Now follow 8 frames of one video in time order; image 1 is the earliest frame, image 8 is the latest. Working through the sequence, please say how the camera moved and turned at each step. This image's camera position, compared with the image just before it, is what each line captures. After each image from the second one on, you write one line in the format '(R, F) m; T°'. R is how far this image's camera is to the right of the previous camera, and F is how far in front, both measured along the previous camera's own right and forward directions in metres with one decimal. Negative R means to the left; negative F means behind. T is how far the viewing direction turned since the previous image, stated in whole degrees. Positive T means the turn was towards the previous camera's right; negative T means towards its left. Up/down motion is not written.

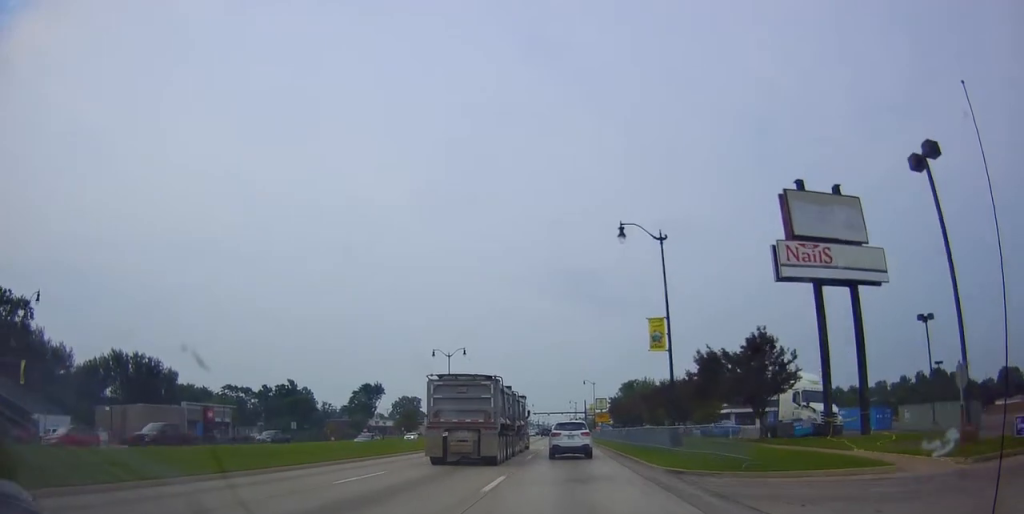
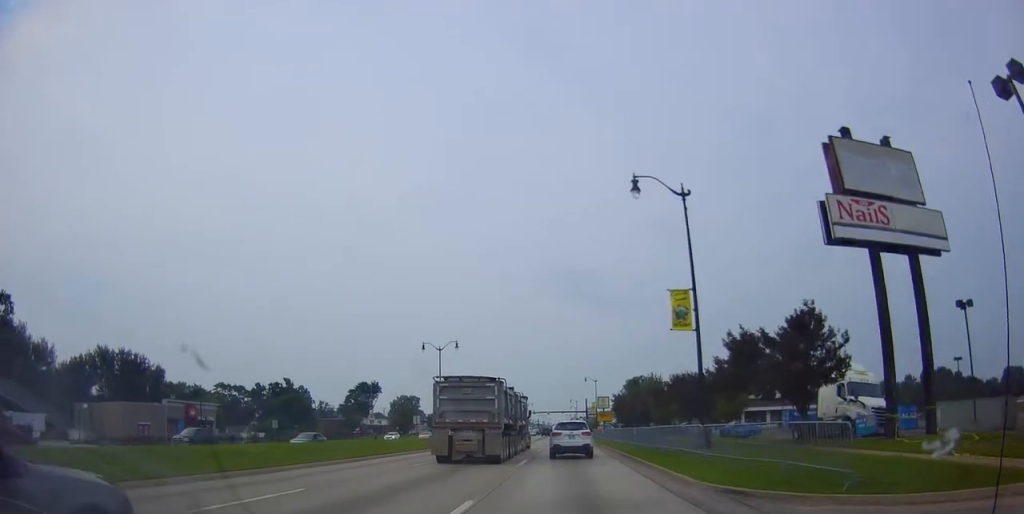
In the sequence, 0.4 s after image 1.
(0.0, +5.8) m; -1°
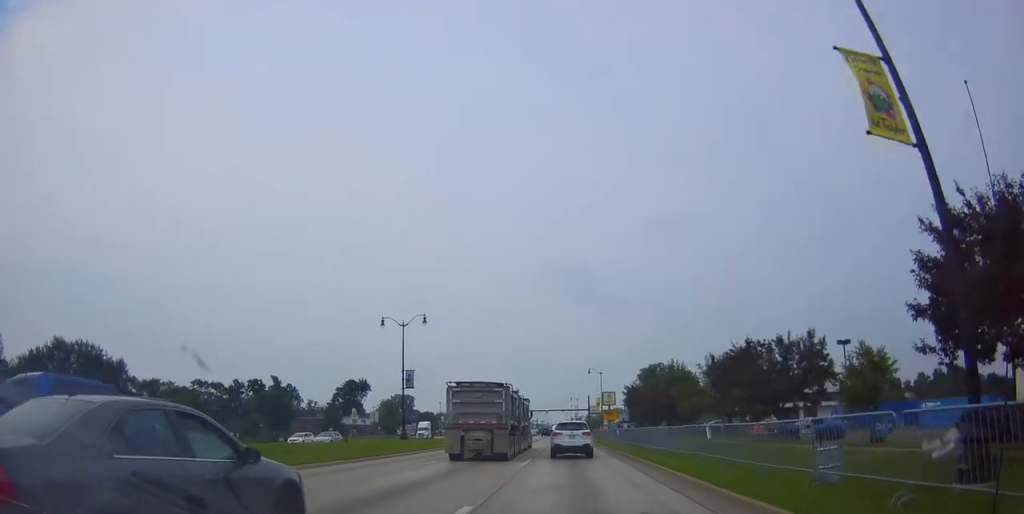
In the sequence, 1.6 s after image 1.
(-0.2, +15.7) m; -1°
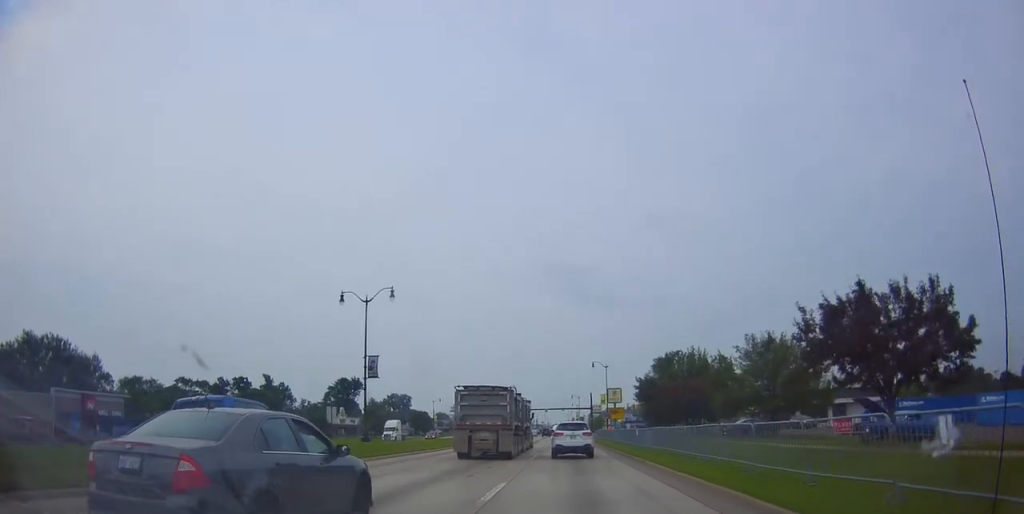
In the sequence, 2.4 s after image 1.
(+0.2, +10.3) m; -1°
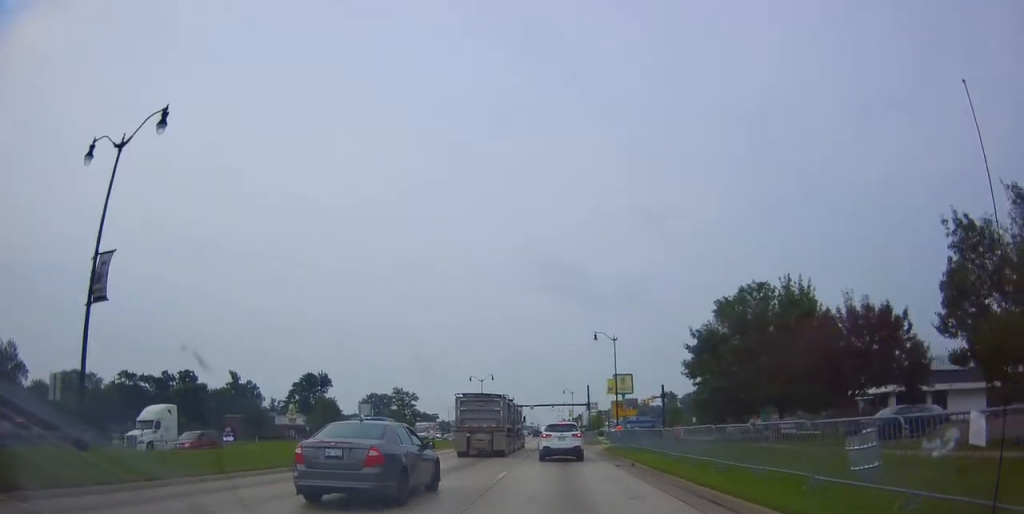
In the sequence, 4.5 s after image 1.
(-0.1, +26.0) m; 0°
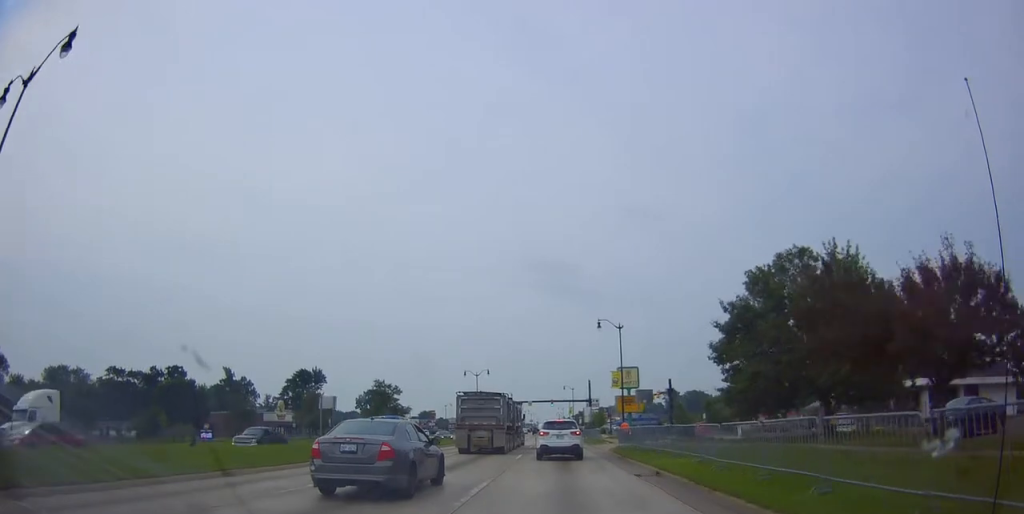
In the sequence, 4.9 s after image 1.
(-0.3, +5.6) m; -1°
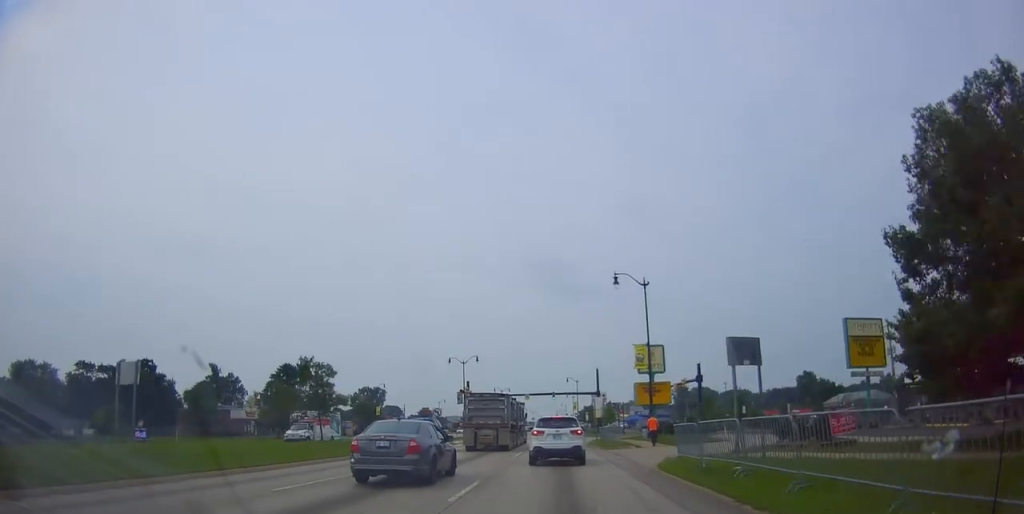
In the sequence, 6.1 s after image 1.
(0.0, +15.1) m; +2°
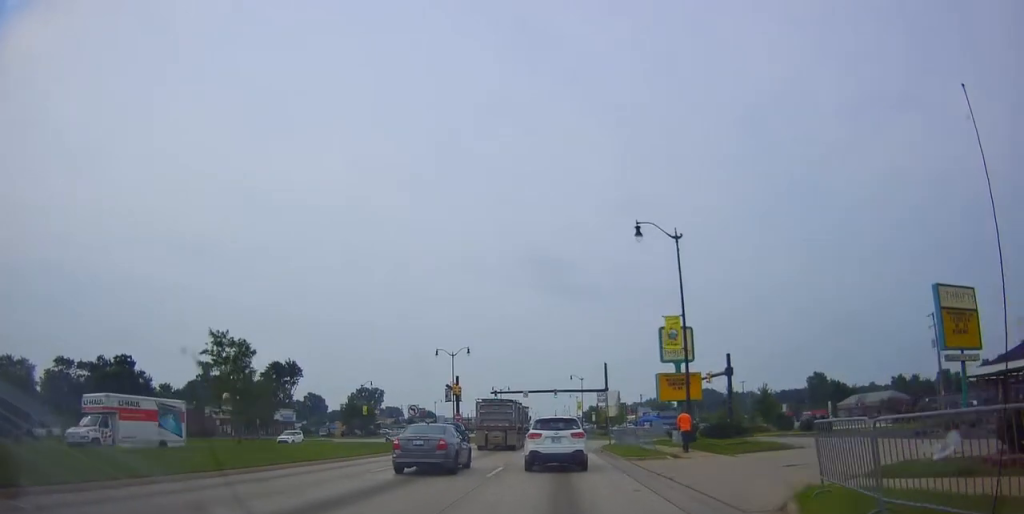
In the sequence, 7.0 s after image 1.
(+0.3, +11.9) m; -1°
